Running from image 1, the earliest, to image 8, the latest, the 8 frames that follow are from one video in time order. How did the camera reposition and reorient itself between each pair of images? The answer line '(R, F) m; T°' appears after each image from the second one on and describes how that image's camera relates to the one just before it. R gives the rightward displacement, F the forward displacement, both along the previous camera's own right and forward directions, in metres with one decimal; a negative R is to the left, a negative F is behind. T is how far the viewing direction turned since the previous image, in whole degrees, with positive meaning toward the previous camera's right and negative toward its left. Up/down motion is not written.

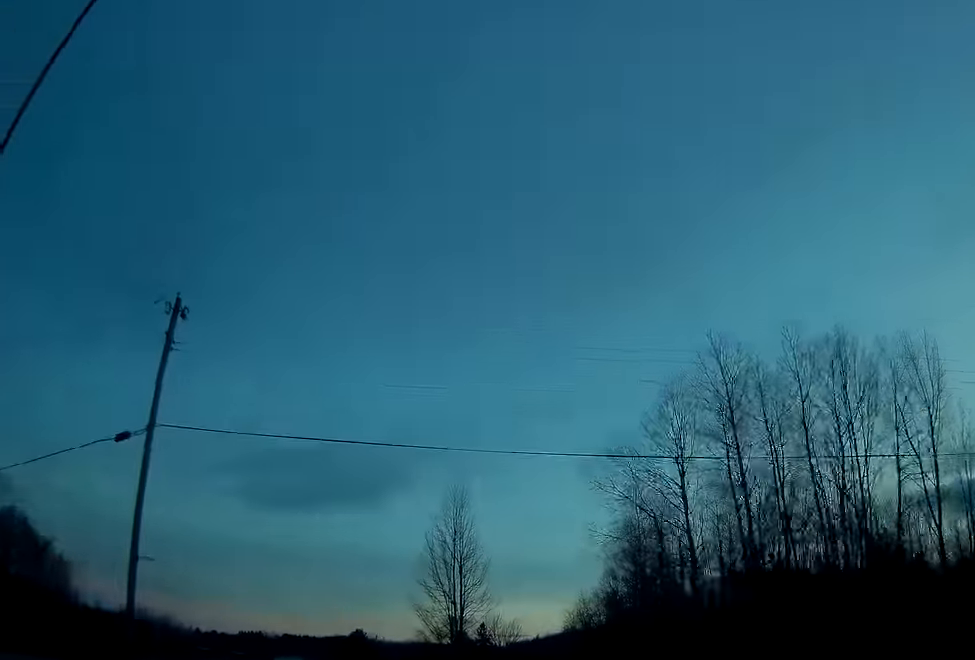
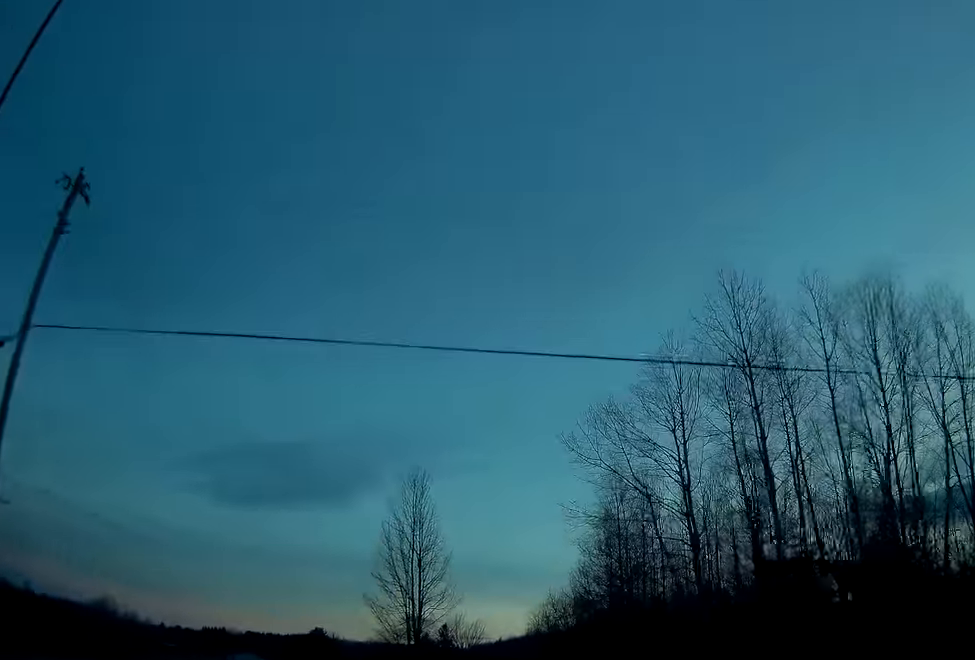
(+0.1, +6.1) m; +2°
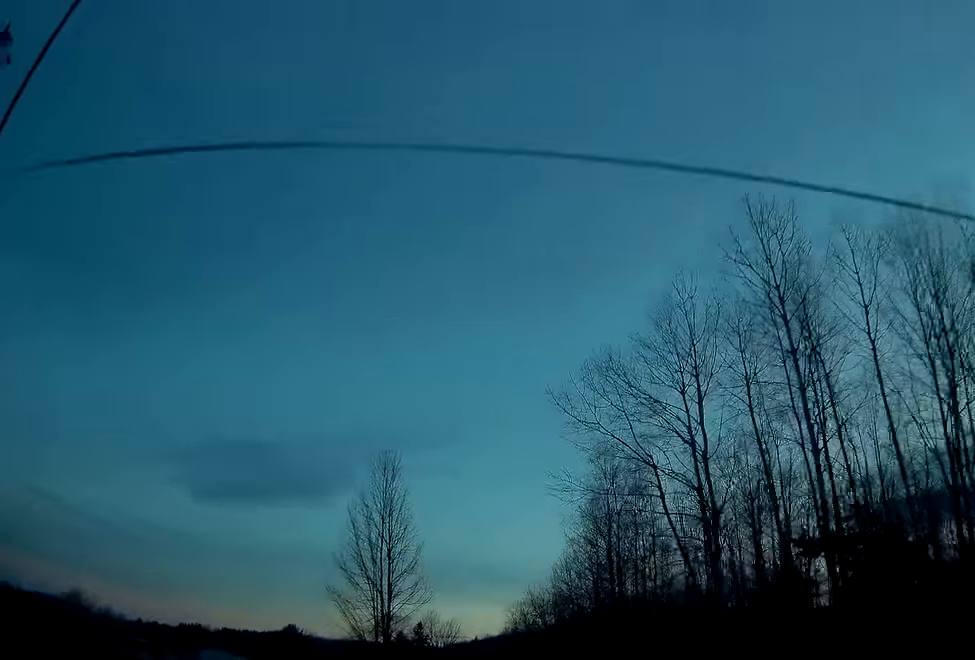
(0.0, +5.1) m; +1°
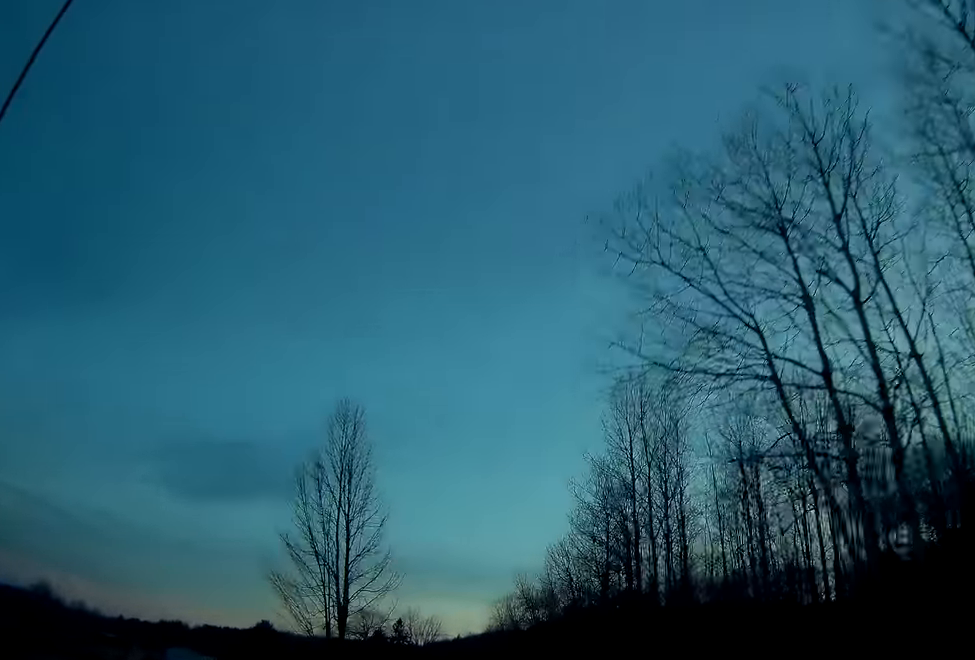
(+0.3, +11.5) m; +1°
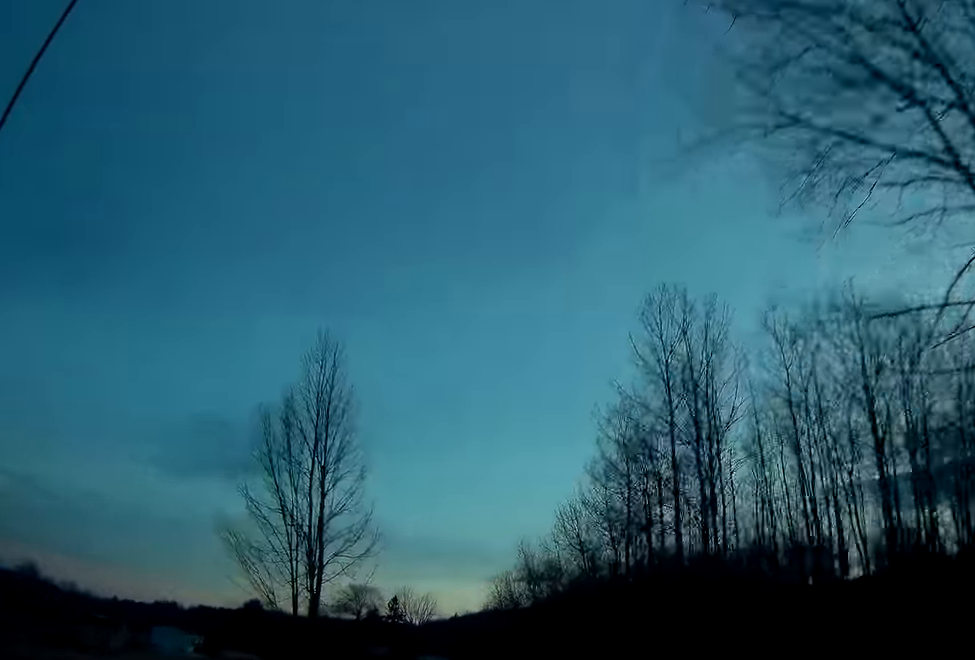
(0.0, +7.1) m; 0°
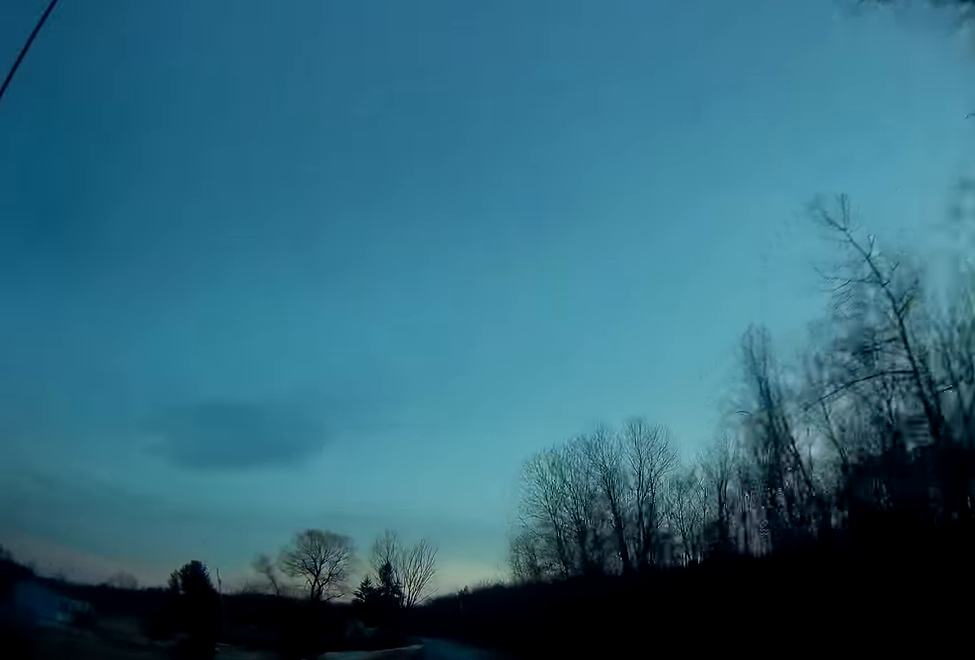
(+0.6, +53.2) m; 0°
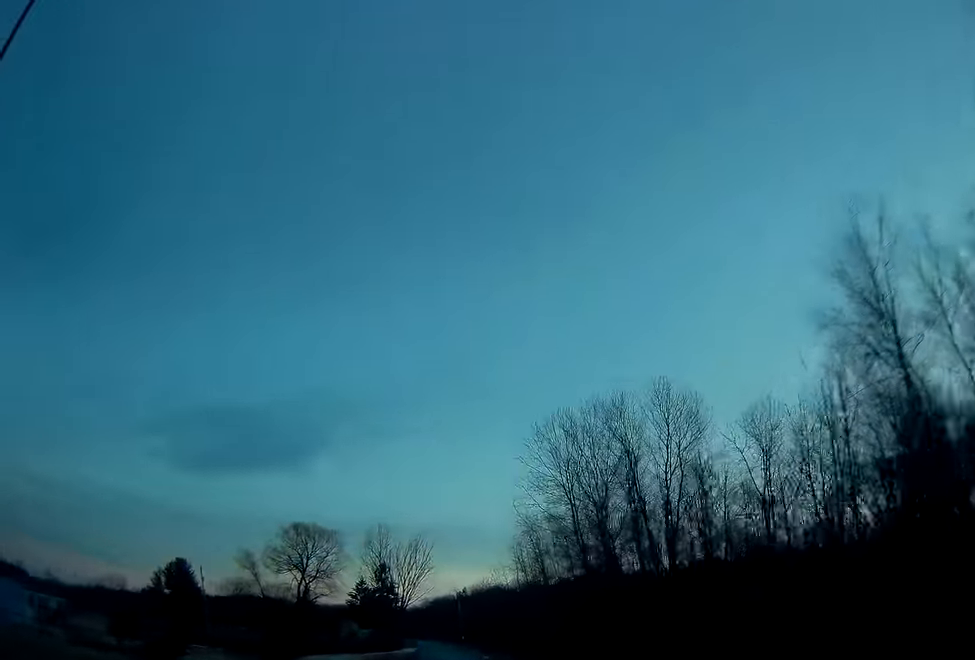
(0.0, +8.1) m; -1°
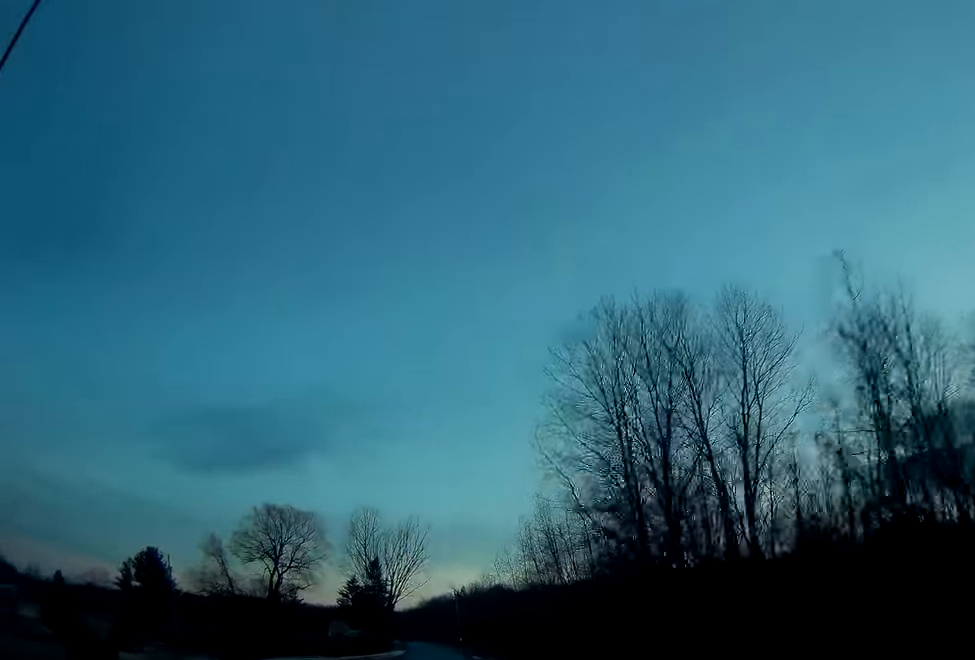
(0.0, +13.5) m; -1°
